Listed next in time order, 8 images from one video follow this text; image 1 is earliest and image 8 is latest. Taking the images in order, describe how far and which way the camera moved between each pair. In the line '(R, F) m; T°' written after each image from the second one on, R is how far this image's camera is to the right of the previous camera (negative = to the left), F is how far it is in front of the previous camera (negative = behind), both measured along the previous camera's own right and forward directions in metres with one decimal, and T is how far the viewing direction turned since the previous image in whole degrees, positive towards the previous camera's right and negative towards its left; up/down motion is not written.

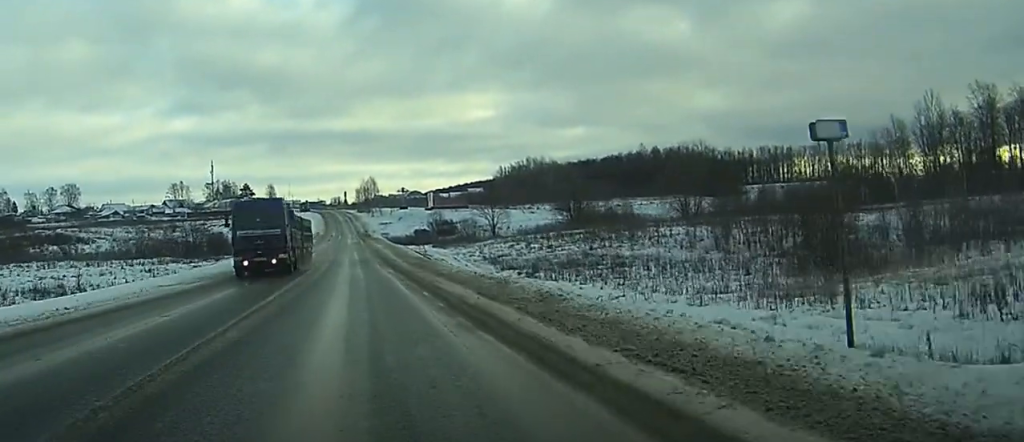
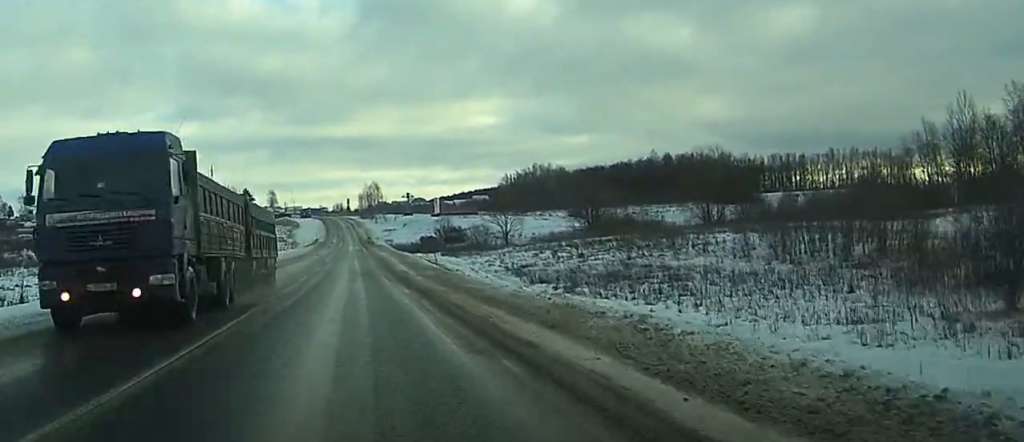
(+0.1, +12.3) m; 0°
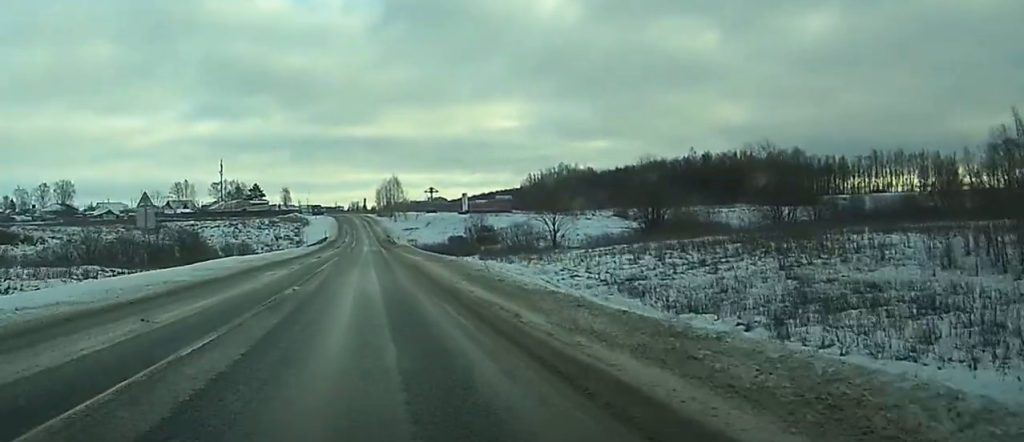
(0.0, +26.5) m; 0°
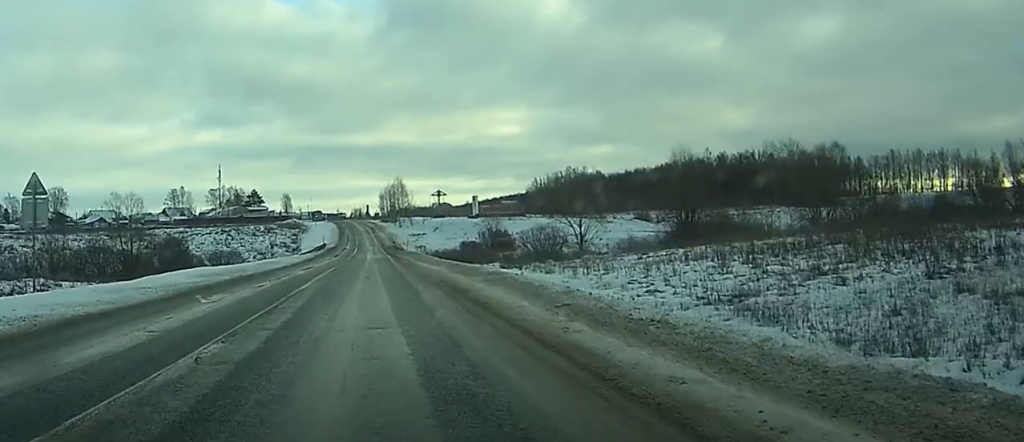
(-0.1, +14.2) m; 0°
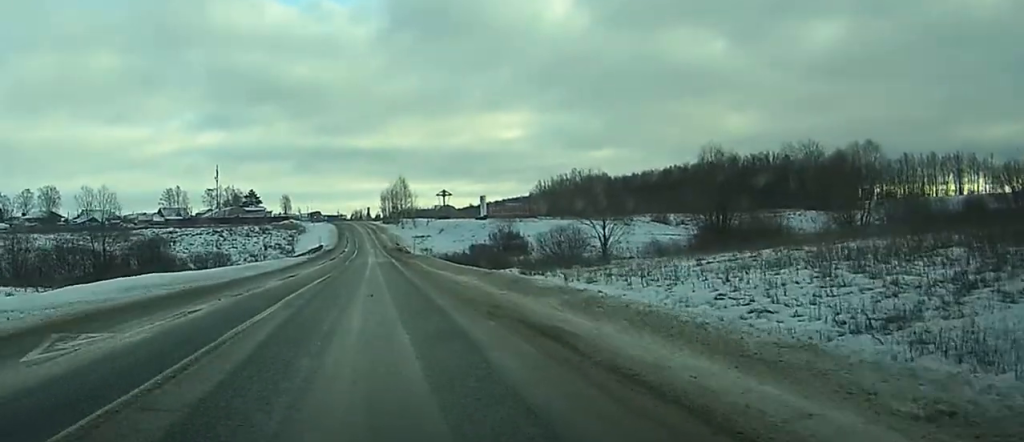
(0.0, +11.0) m; 0°
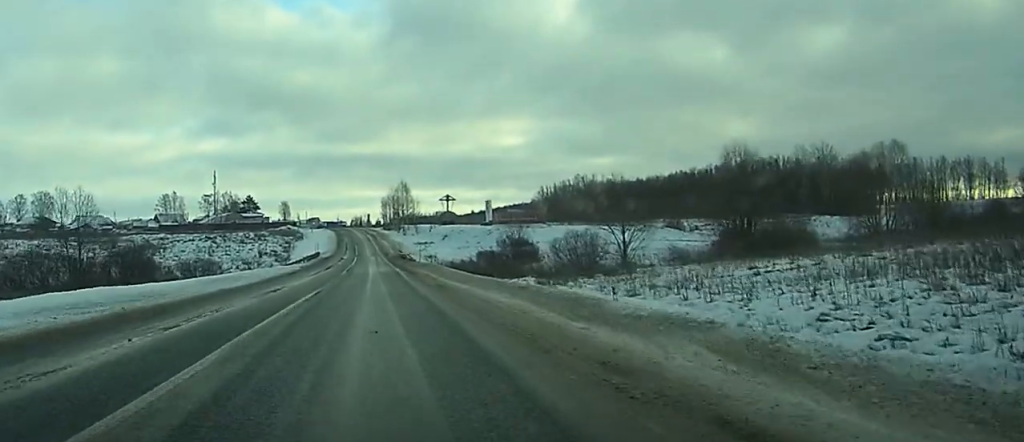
(0.0, +7.8) m; 0°
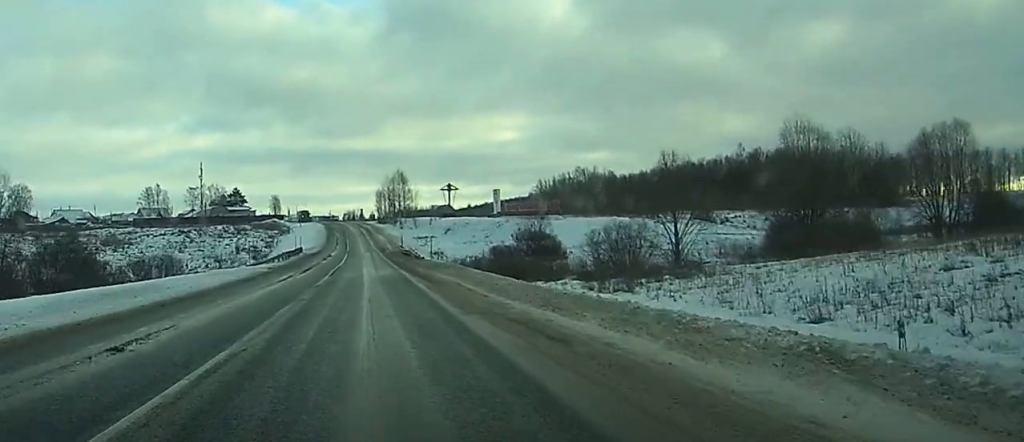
(+0.1, +18.1) m; 0°
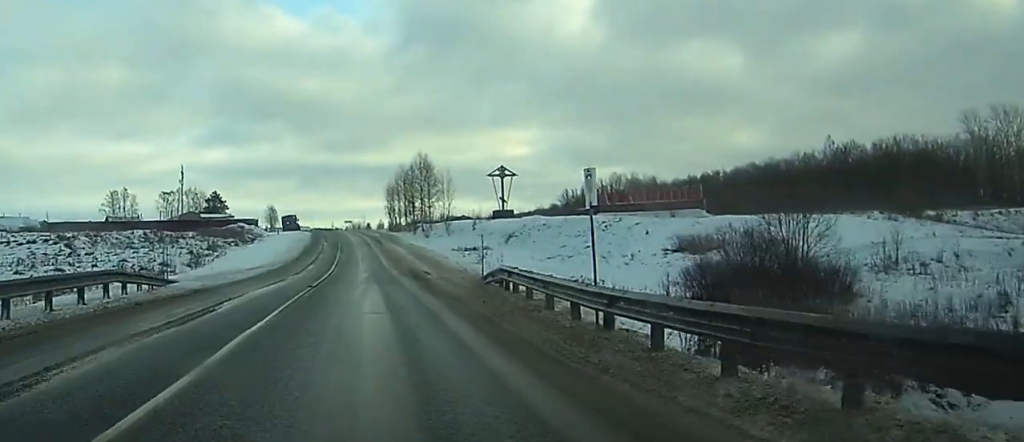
(-0.1, +60.0) m; -1°
